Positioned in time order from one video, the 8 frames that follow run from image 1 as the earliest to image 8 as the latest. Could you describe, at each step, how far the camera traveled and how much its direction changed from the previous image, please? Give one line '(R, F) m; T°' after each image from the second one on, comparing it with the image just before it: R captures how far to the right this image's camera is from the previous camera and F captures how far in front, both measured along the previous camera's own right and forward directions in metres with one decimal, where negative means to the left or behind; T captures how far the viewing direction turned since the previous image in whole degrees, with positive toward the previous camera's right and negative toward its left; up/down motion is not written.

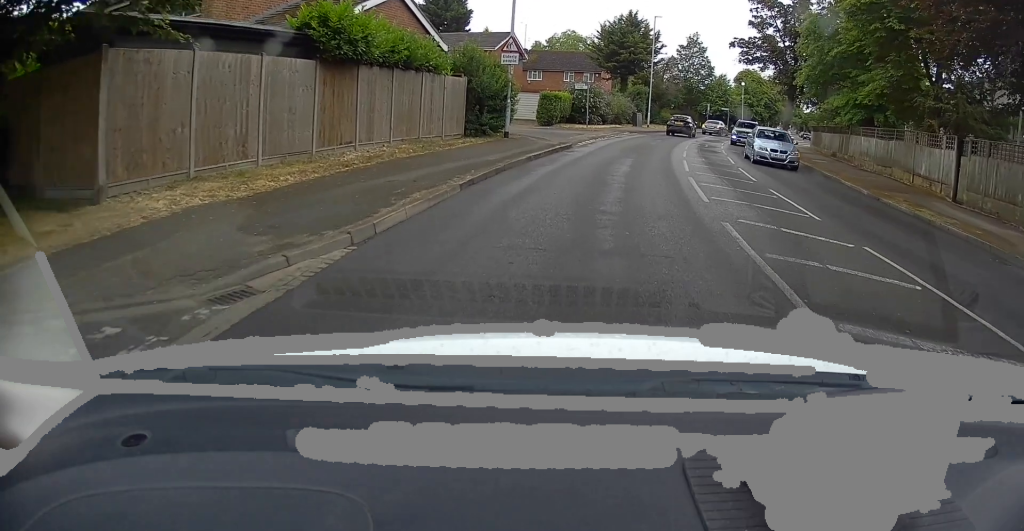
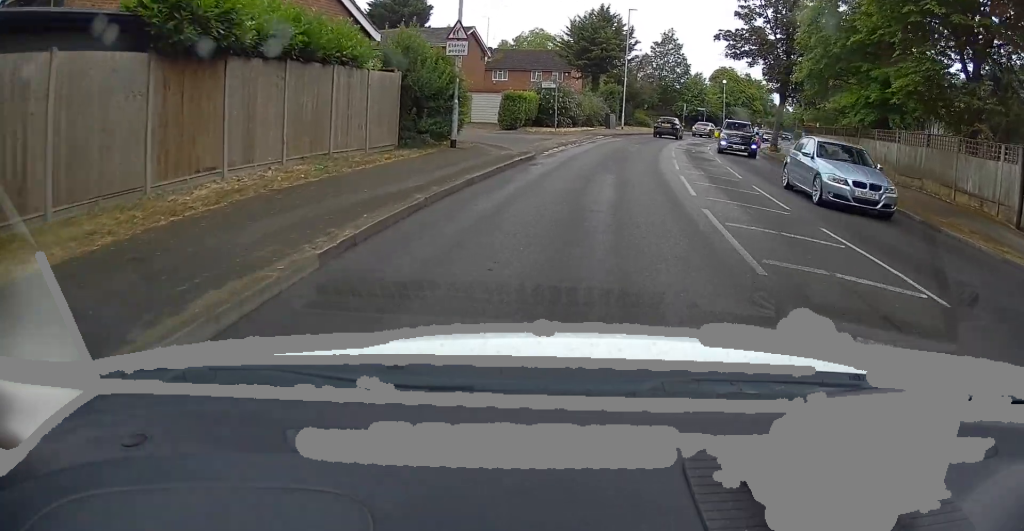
(0.0, +4.8) m; +2°
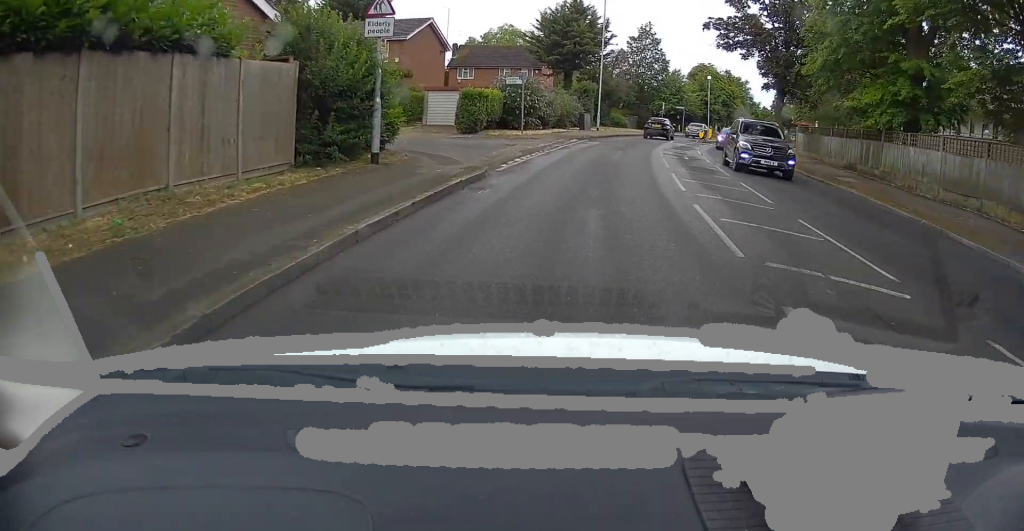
(0.0, +5.0) m; +2°
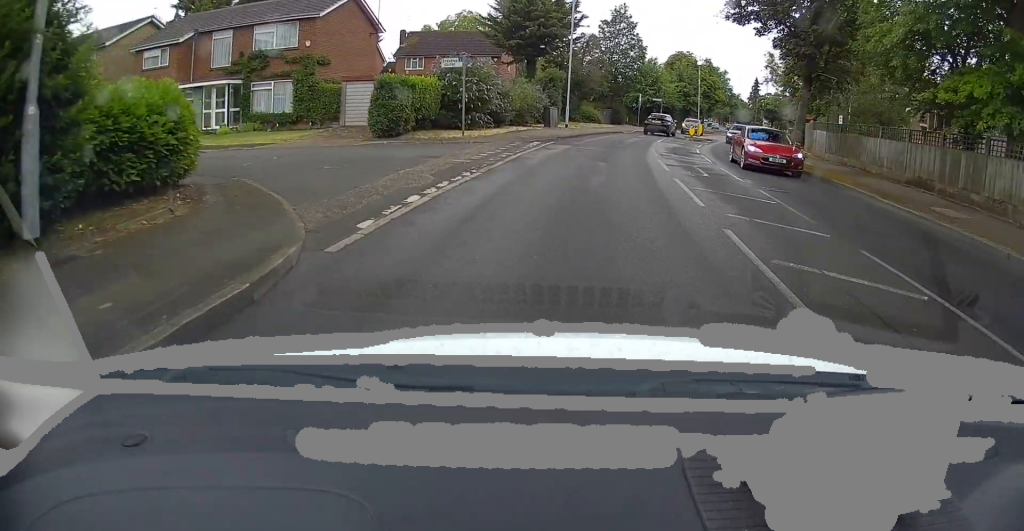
(+0.4, +9.0) m; +3°
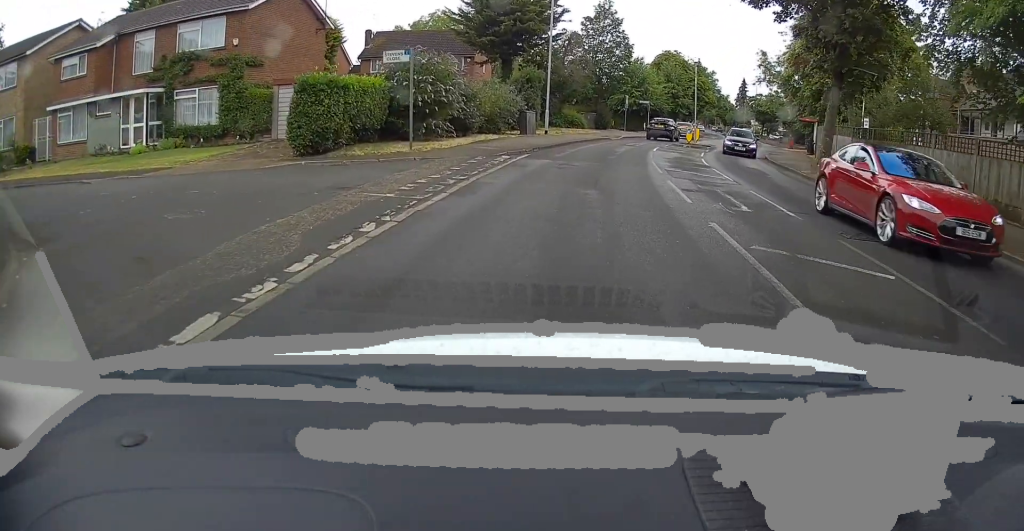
(0.0, +5.2) m; +2°
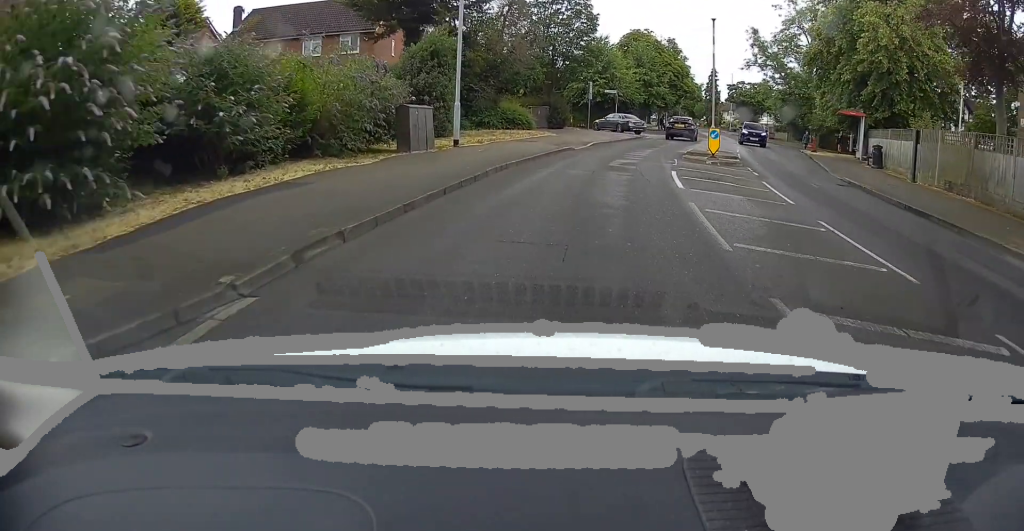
(+0.3, +16.3) m; +2°
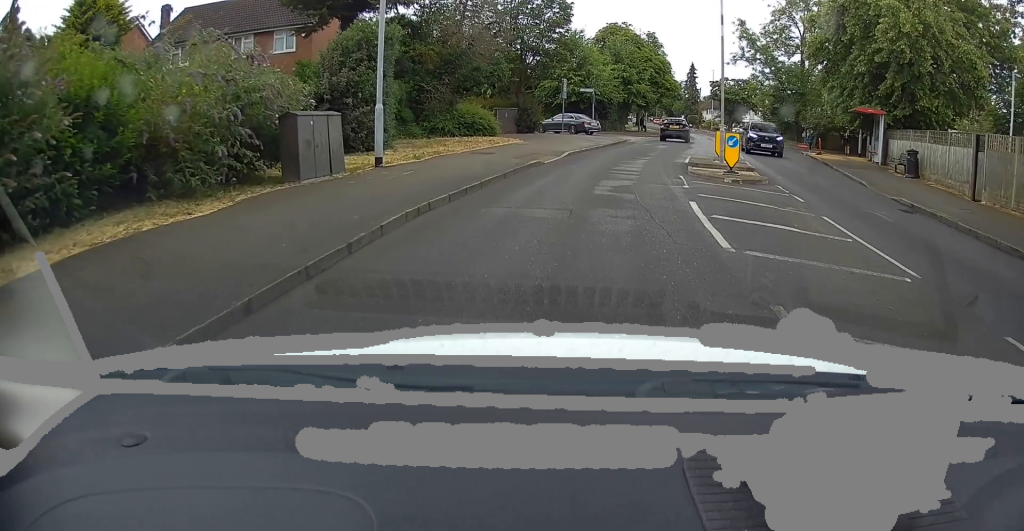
(-0.3, +5.7) m; +2°
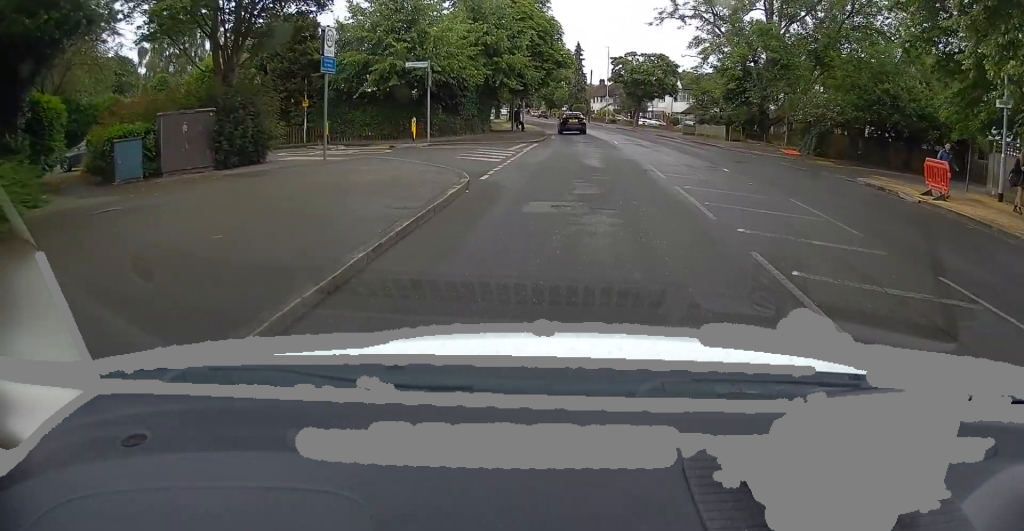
(+3.9, +24.3) m; +13°
